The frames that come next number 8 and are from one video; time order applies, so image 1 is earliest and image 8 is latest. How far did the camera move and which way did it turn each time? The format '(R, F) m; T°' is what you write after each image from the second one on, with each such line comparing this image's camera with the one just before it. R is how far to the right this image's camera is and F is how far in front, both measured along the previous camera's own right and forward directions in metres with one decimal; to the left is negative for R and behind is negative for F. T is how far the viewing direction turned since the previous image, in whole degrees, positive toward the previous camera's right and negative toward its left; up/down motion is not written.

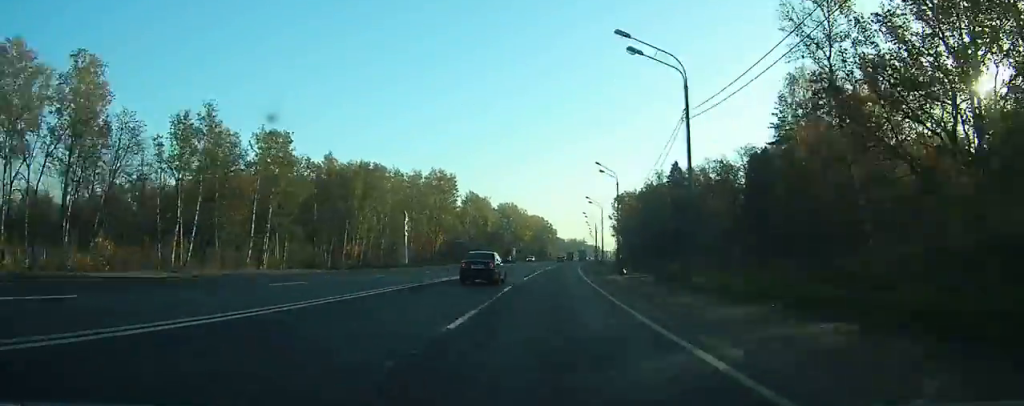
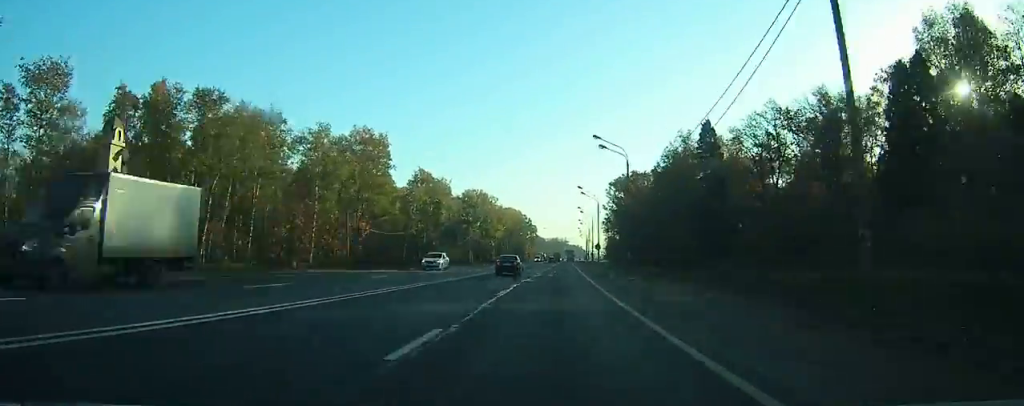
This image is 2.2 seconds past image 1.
(+0.8, +48.8) m; +2°
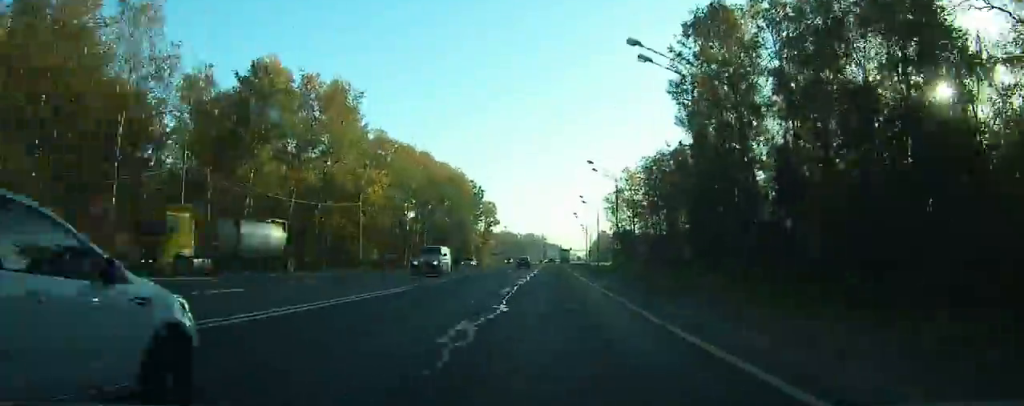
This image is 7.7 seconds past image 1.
(+3.7, +124.0) m; +3°
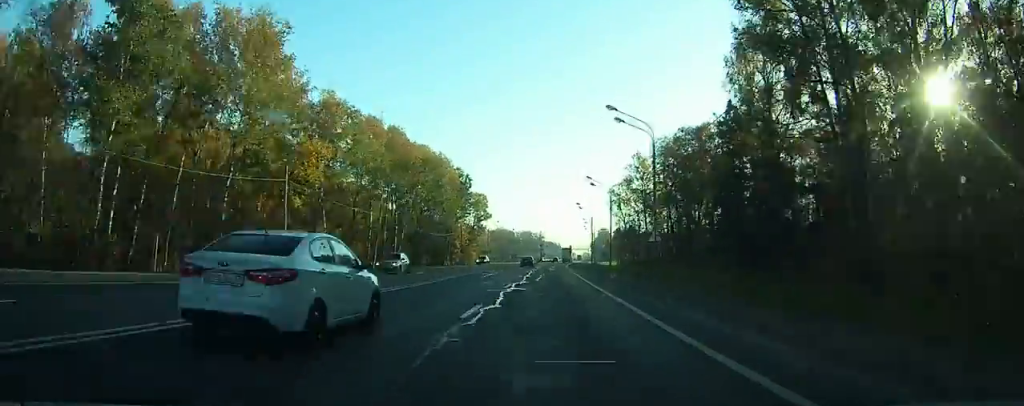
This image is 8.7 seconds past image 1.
(+0.1, +20.9) m; 0°
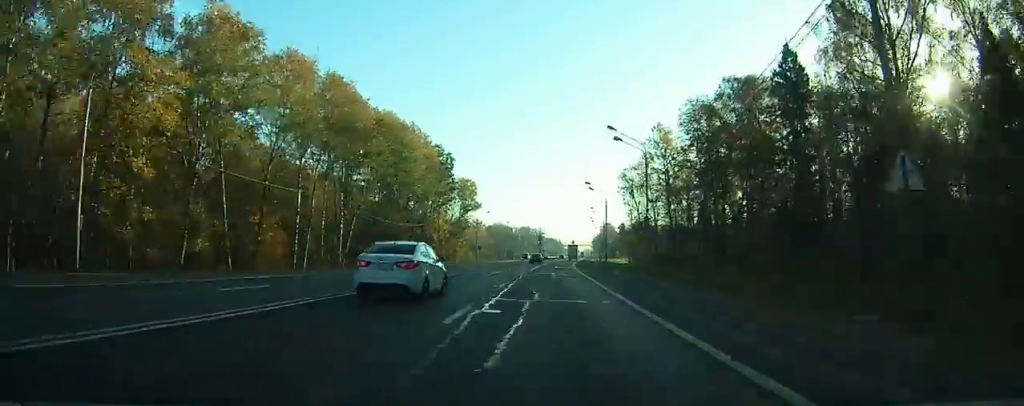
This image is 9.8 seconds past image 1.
(0.0, +25.4) m; 0°
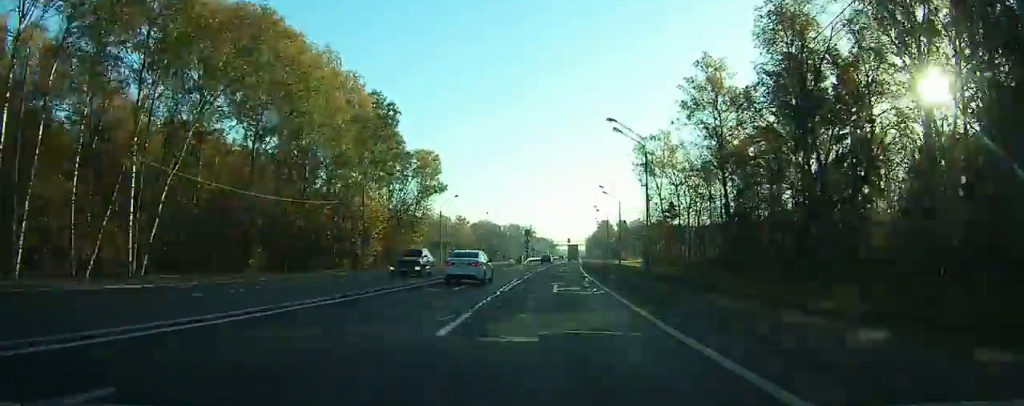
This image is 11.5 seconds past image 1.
(+0.2, +37.2) m; +1°
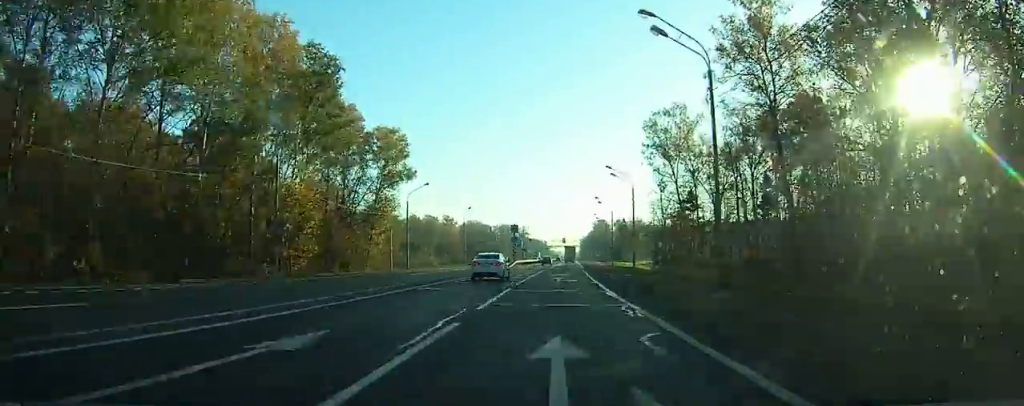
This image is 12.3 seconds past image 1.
(+0.2, +19.3) m; +1°
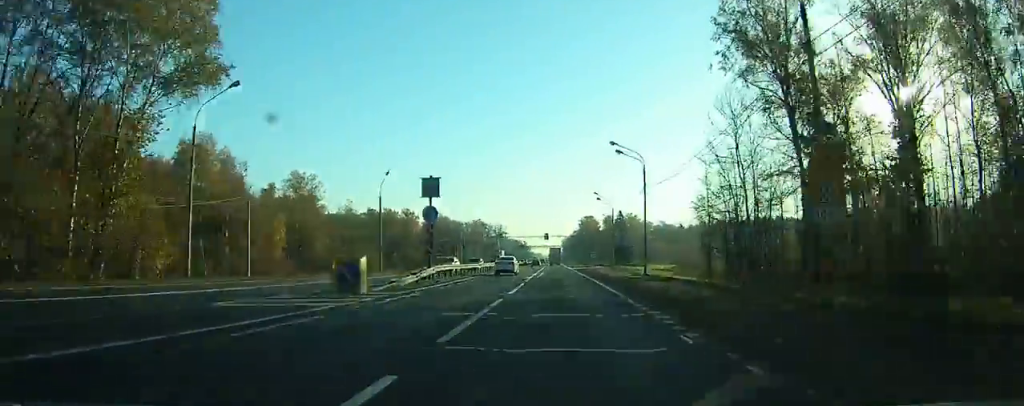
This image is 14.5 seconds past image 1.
(+1.1, +47.1) m; +3°
